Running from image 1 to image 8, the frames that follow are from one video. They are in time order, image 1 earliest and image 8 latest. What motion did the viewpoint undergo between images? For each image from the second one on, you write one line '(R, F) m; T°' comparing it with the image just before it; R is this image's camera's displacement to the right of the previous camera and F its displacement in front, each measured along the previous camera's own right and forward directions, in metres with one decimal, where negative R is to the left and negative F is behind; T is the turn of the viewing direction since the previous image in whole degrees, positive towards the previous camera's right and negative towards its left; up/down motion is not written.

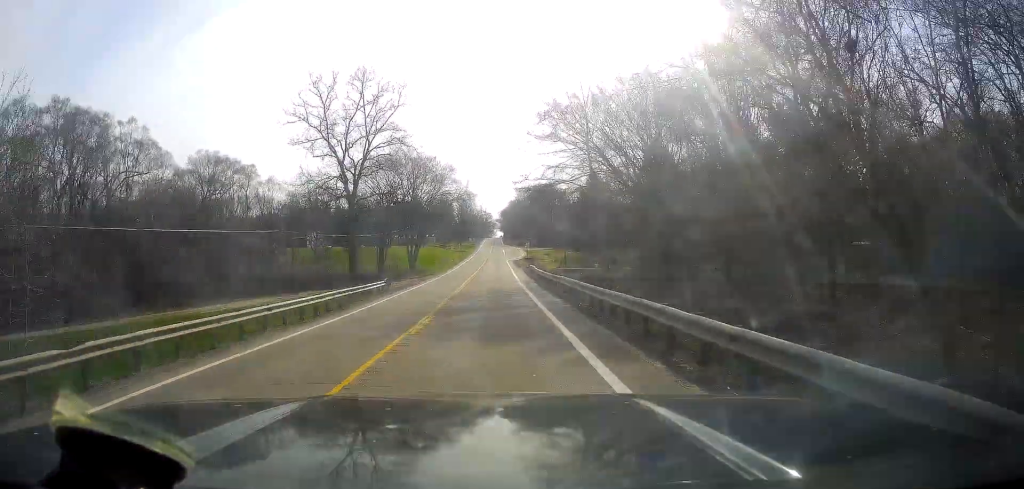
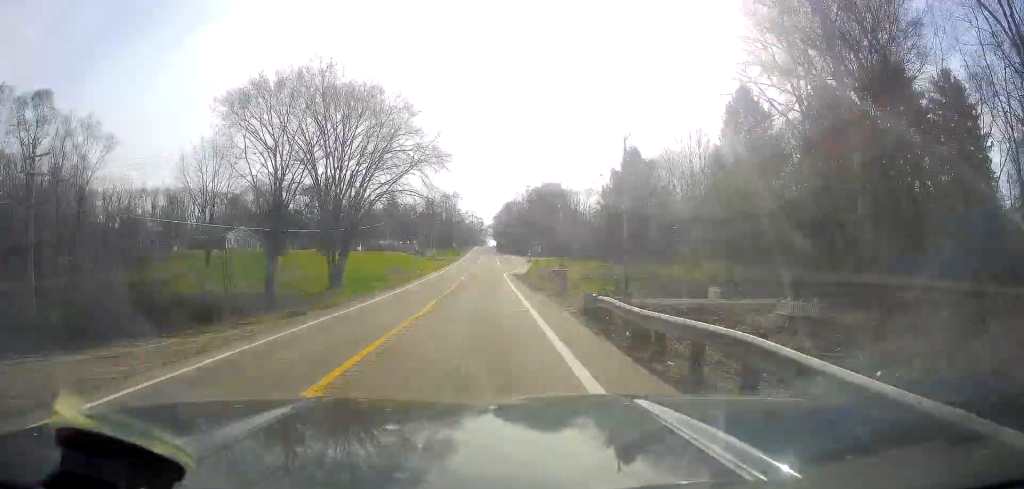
(+0.1, +40.5) m; 0°
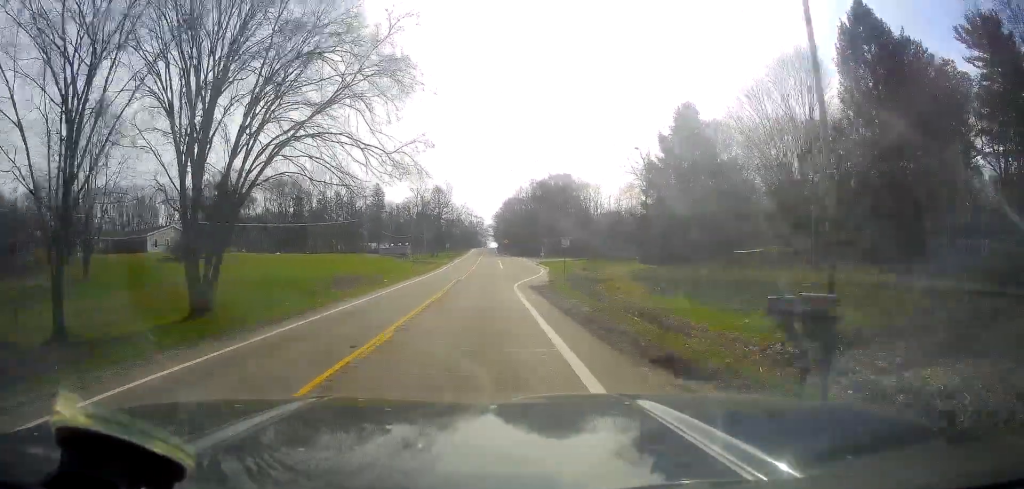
(-0.5, +24.8) m; 0°
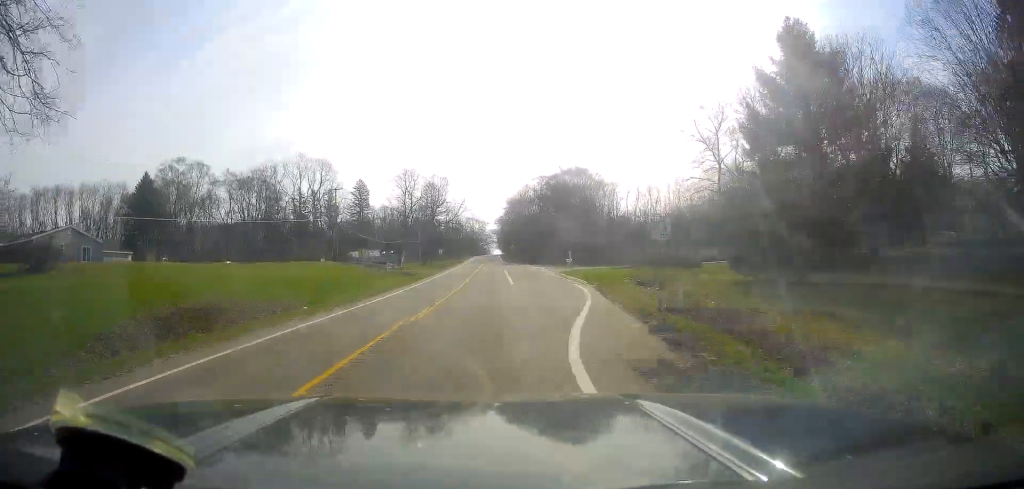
(+0.5, +23.9) m; 0°
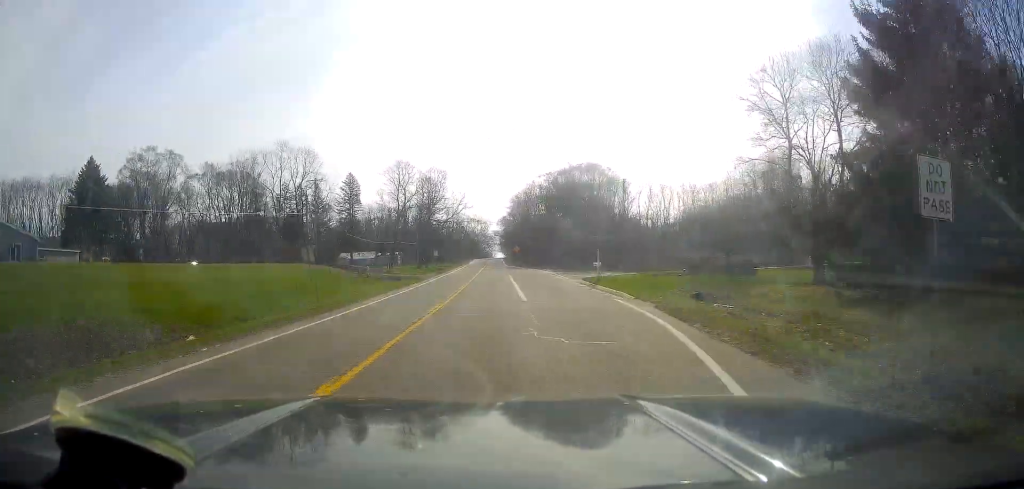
(-0.3, +12.3) m; -1°
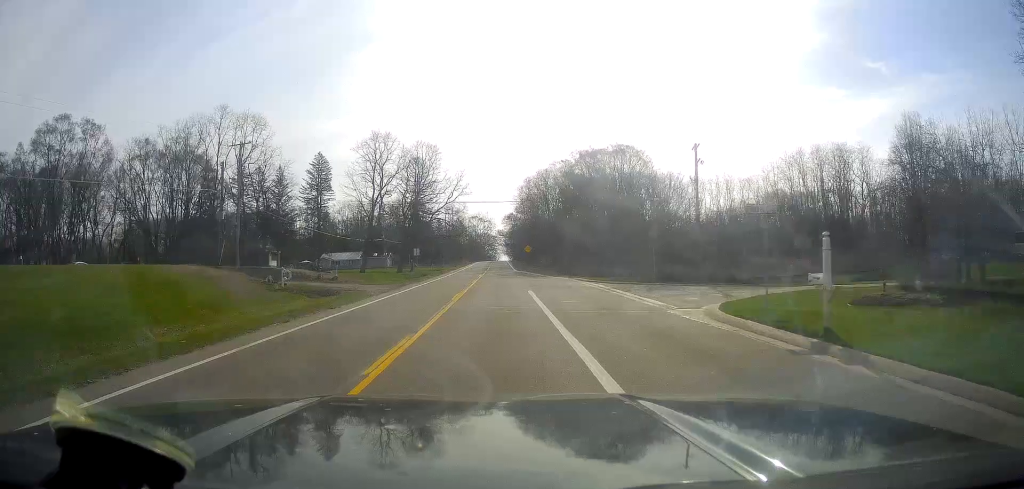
(-0.2, +25.9) m; 0°
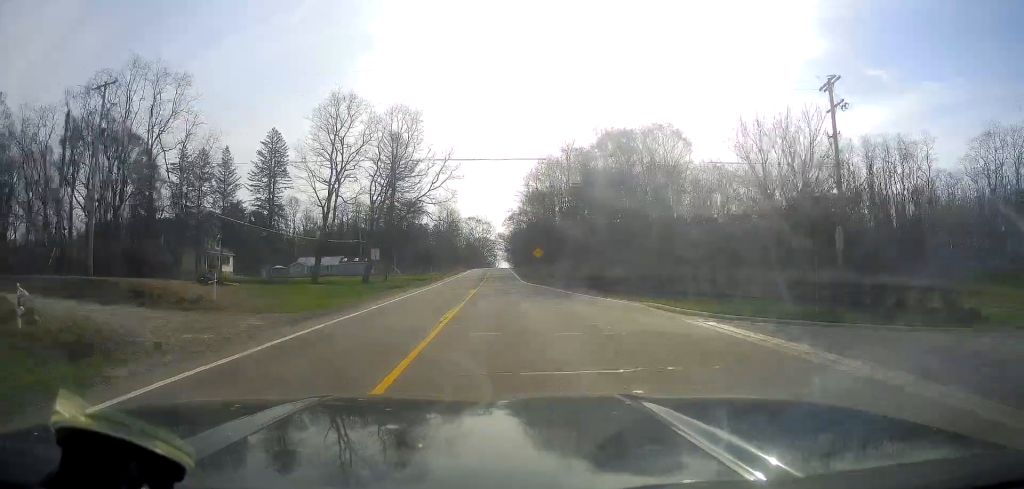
(+0.4, +21.7) m; 0°
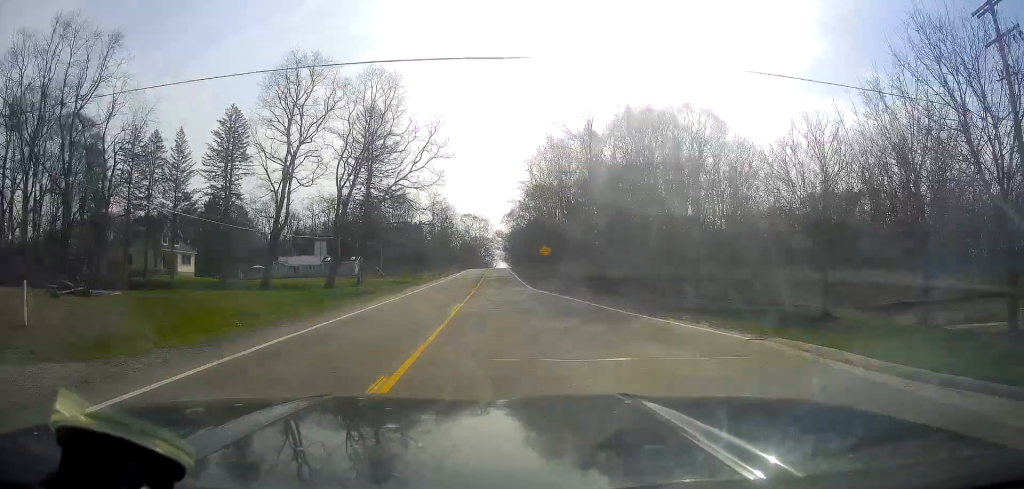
(0.0, +12.7) m; 0°
